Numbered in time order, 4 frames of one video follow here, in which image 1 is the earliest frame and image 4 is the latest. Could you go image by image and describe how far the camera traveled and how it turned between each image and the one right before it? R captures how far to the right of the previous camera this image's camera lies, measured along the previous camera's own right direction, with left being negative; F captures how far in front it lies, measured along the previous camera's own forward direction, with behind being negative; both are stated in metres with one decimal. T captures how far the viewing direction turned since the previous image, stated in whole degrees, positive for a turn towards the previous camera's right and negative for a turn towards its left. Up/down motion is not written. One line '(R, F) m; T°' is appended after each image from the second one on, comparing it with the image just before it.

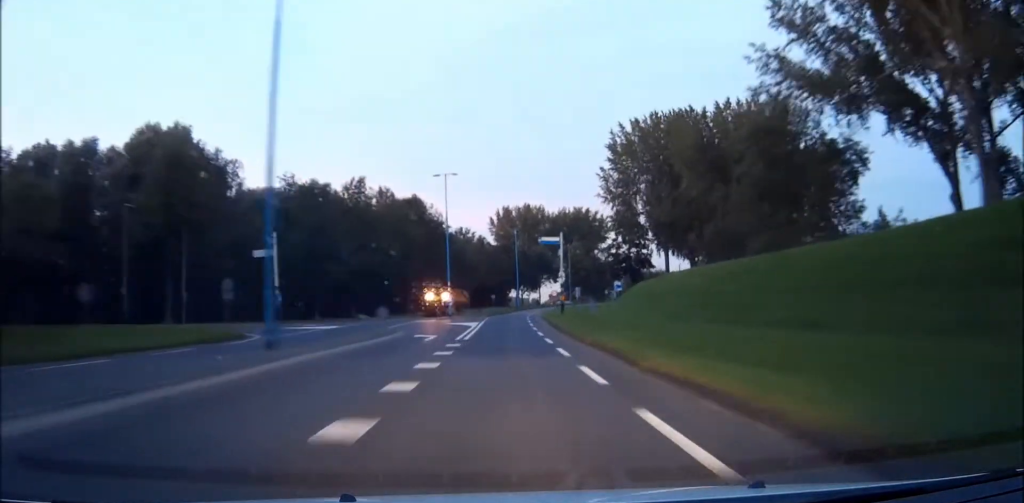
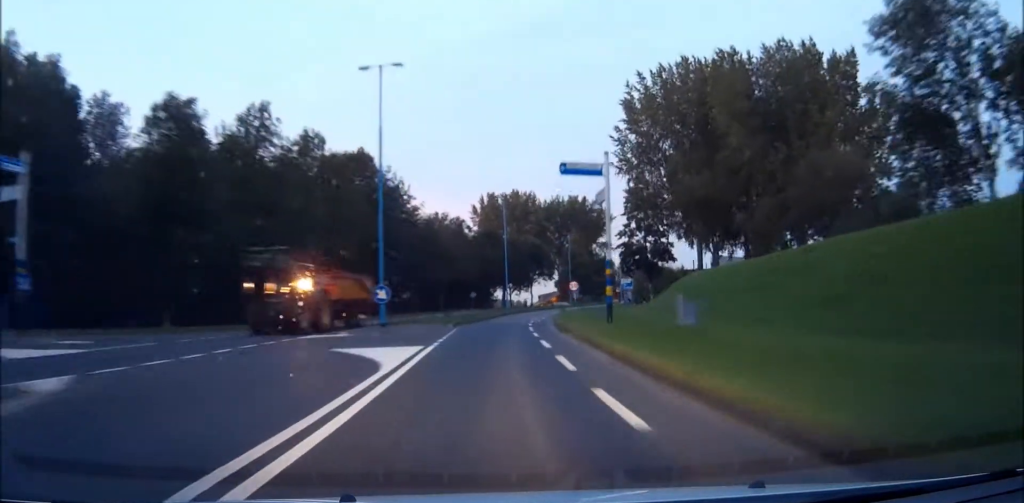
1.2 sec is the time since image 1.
(+0.1, +28.7) m; +1°
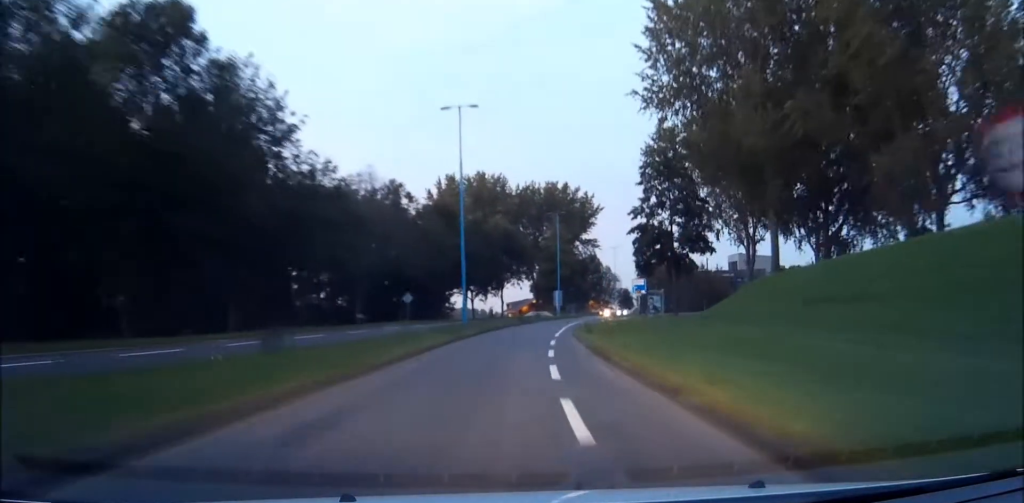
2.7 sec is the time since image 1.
(+0.6, +37.7) m; +3°
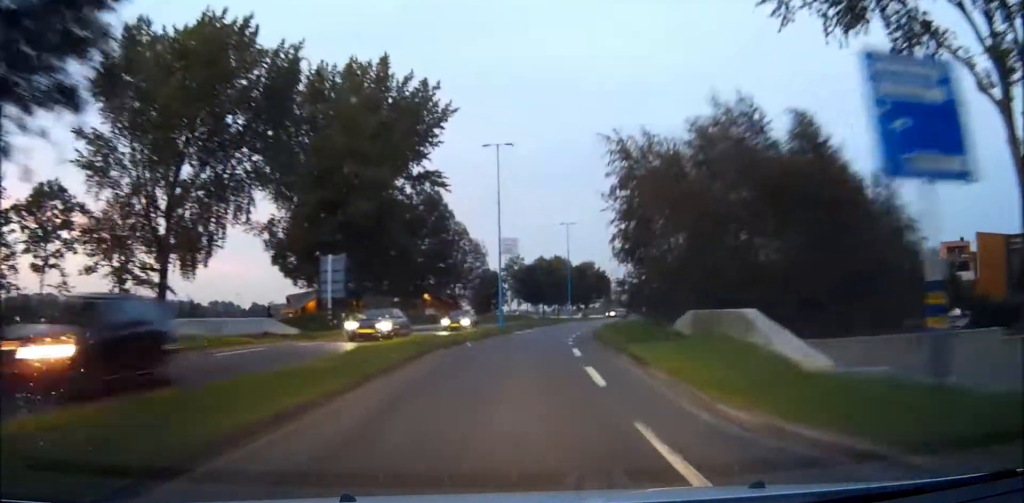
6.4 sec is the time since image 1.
(+9.6, +81.9) m; +14°
